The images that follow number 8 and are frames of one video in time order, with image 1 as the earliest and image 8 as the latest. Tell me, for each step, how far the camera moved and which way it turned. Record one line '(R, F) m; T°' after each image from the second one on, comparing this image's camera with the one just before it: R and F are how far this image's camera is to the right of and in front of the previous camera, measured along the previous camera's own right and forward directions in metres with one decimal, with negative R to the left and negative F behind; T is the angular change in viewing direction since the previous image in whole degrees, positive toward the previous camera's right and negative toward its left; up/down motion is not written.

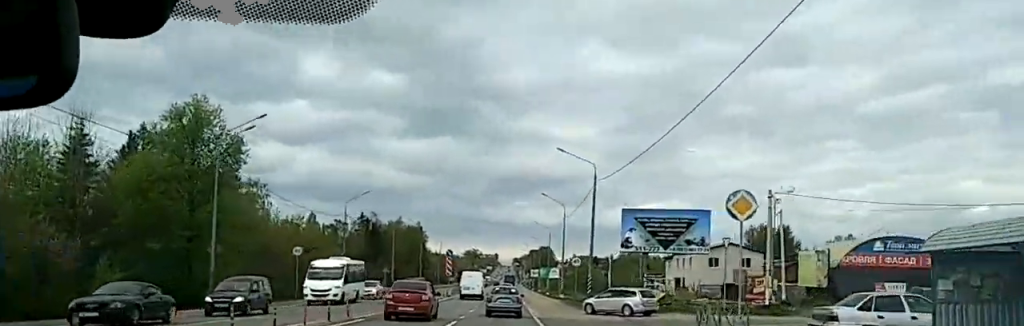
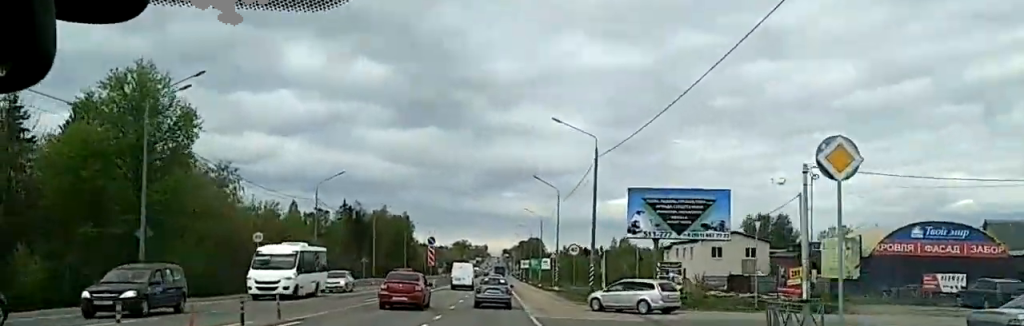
(+0.1, +7.6) m; 0°
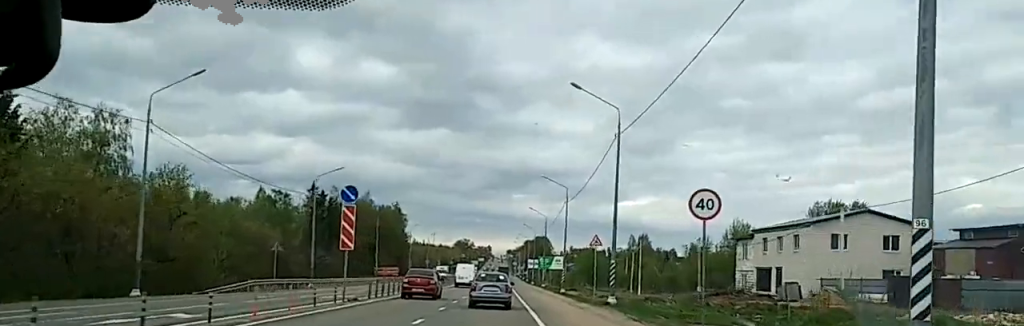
(+0.2, +36.8) m; 0°
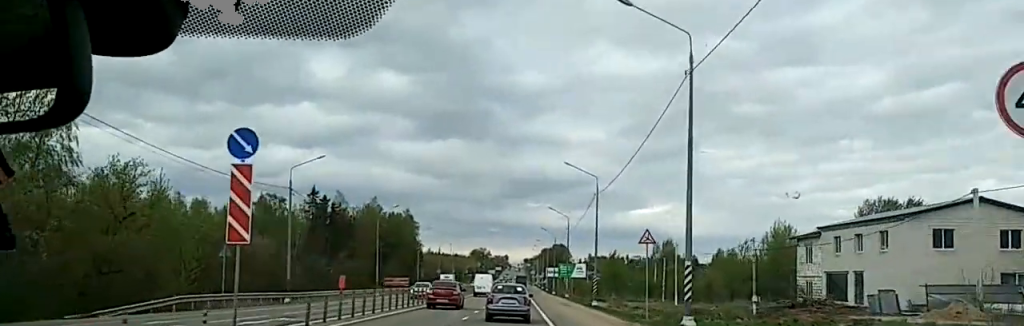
(0.0, +13.5) m; +1°
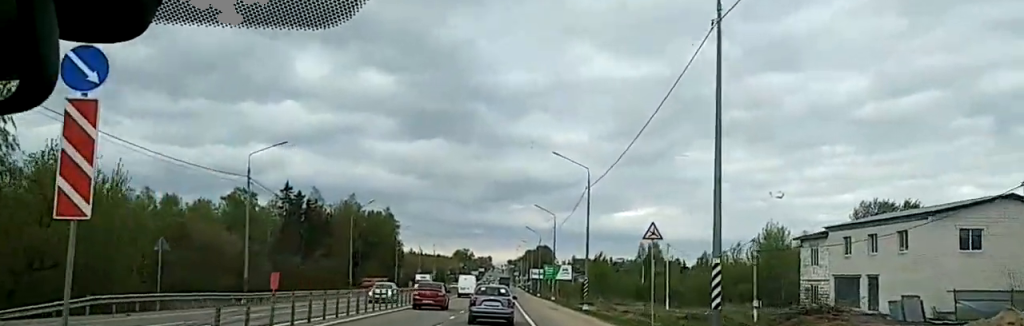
(+0.1, +6.1) m; 0°
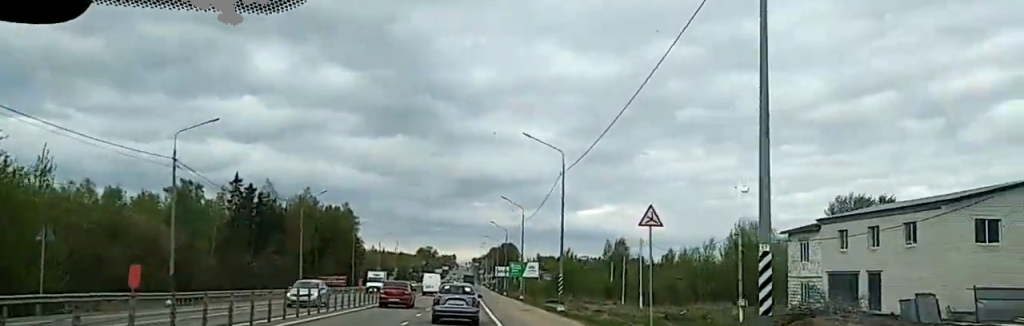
(+0.1, +6.1) m; 0°
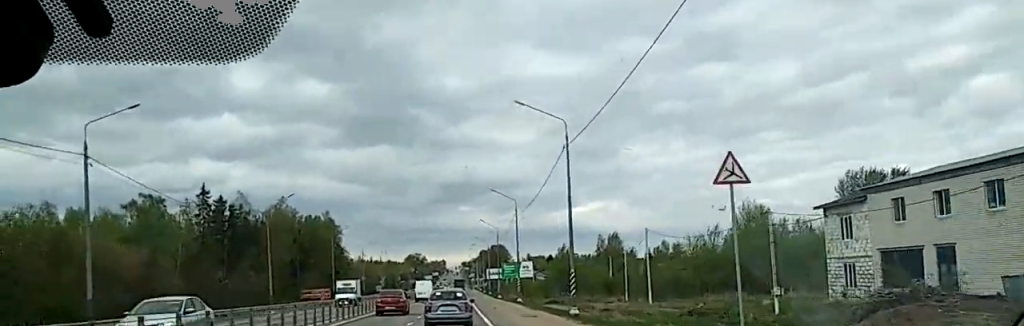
(0.0, +9.2) m; -1°
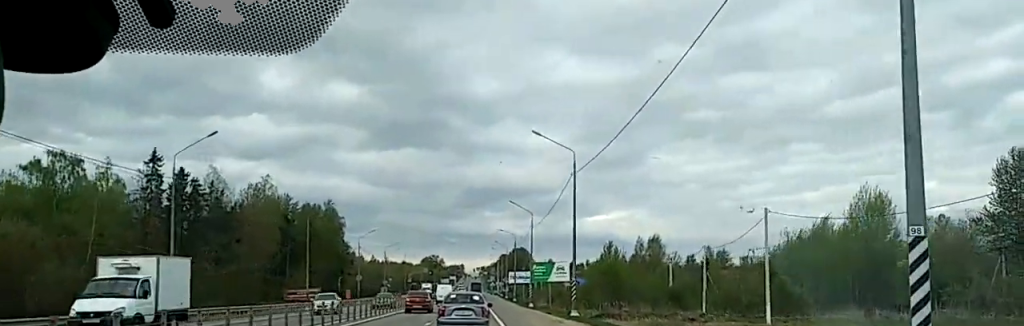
(-1.2, +30.3) m; -1°
